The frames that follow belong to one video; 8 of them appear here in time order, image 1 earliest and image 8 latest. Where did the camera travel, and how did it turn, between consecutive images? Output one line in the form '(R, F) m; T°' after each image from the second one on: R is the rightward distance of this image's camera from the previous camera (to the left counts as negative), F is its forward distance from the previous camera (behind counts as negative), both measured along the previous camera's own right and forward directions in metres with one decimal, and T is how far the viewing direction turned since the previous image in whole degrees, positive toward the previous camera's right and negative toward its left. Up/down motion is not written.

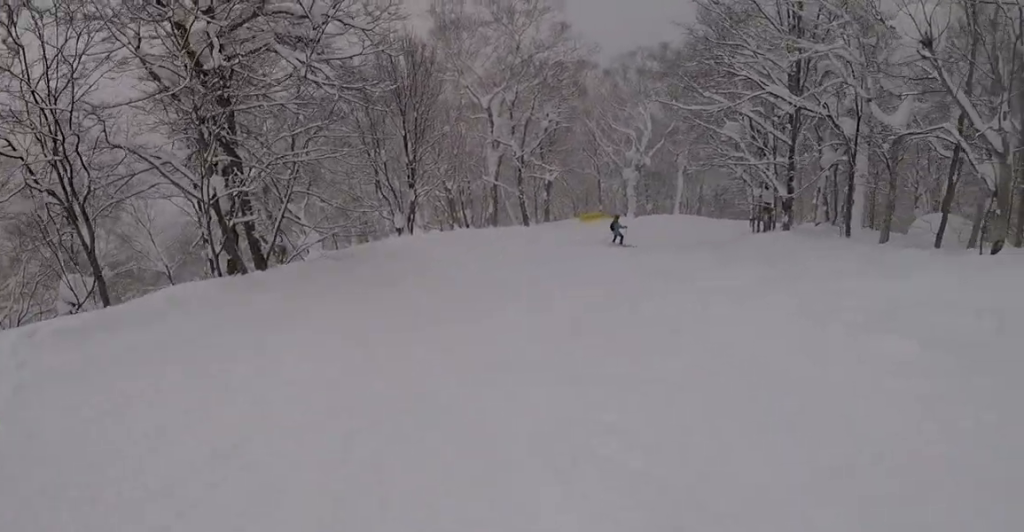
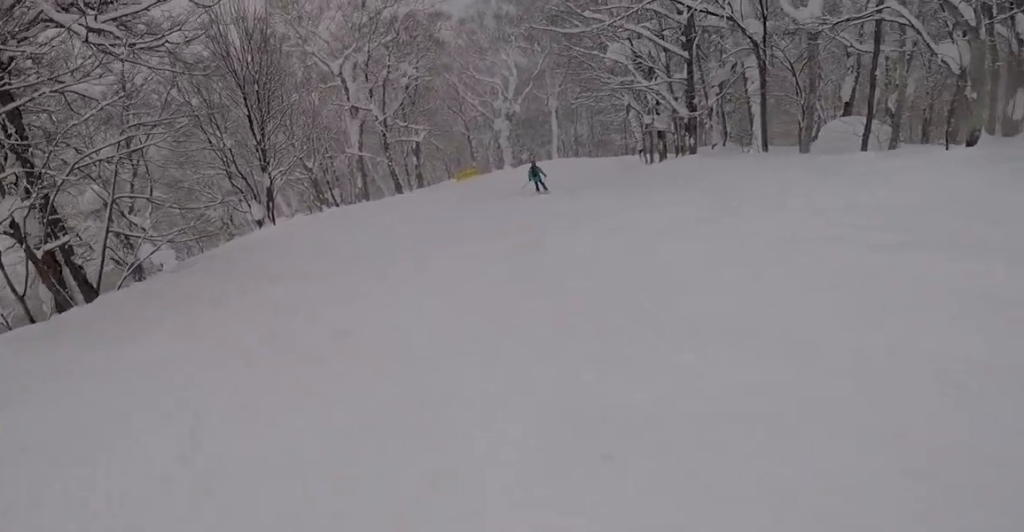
(0.0, +2.3) m; -3°
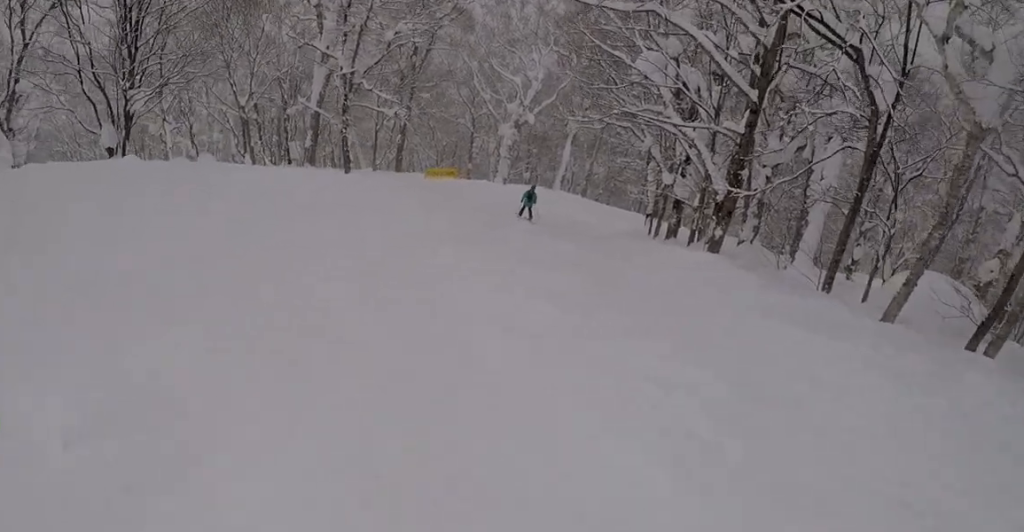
(-0.6, +5.8) m; -17°
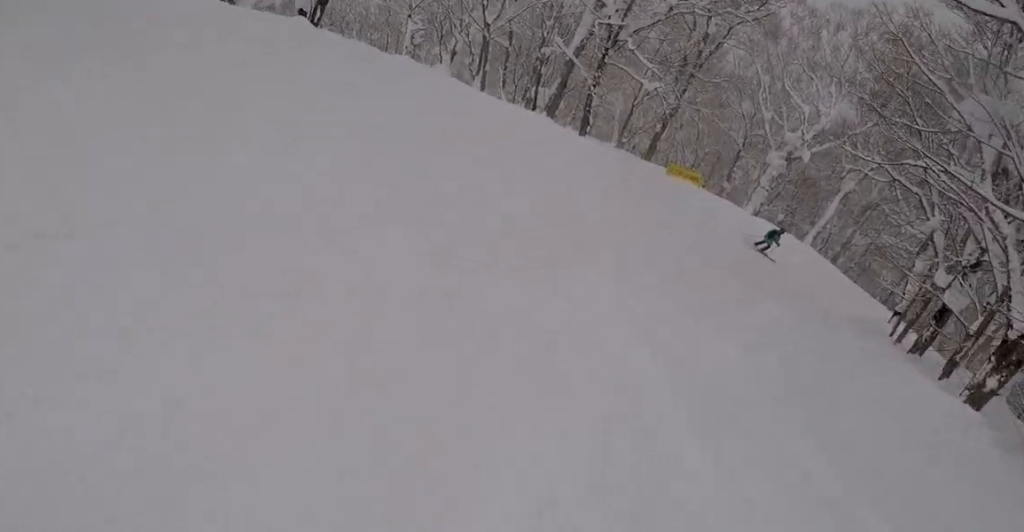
(-0.2, +2.3) m; -9°
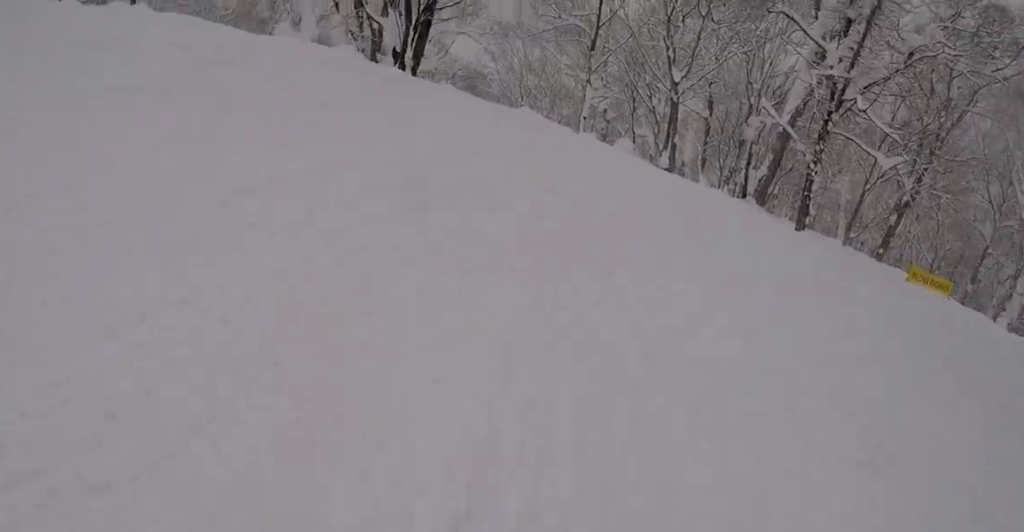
(-0.4, +3.5) m; -6°
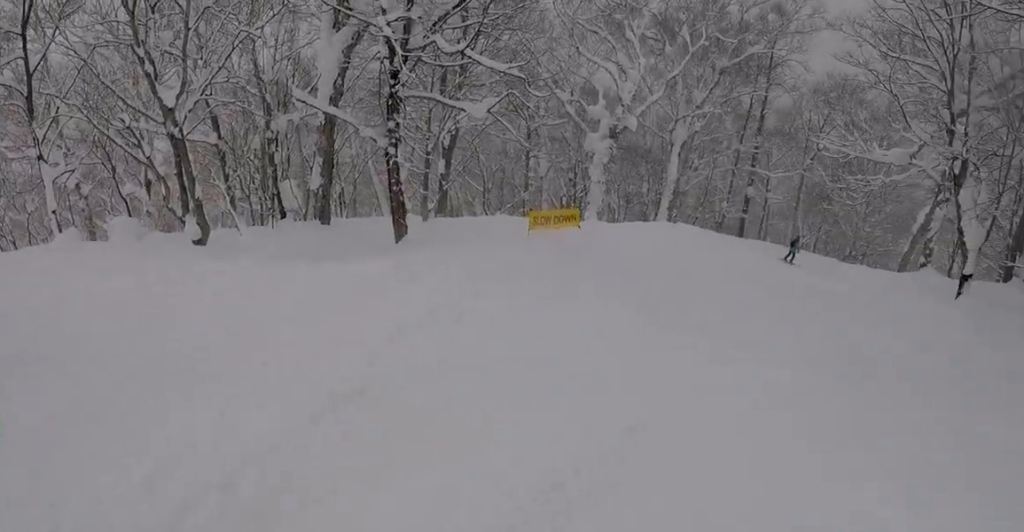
(+2.4, +8.0) m; +41°
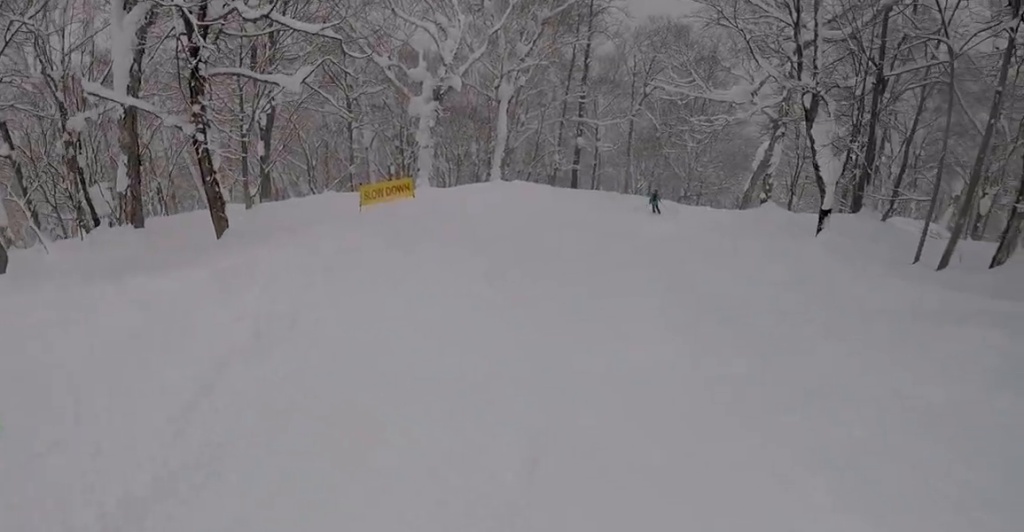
(0.0, +1.8) m; +8°
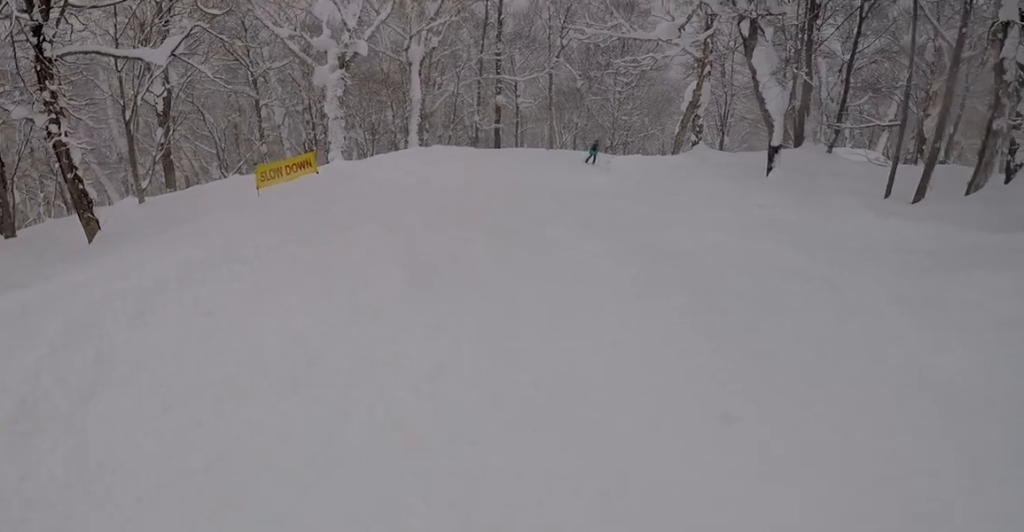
(+0.2, +2.2) m; +2°
